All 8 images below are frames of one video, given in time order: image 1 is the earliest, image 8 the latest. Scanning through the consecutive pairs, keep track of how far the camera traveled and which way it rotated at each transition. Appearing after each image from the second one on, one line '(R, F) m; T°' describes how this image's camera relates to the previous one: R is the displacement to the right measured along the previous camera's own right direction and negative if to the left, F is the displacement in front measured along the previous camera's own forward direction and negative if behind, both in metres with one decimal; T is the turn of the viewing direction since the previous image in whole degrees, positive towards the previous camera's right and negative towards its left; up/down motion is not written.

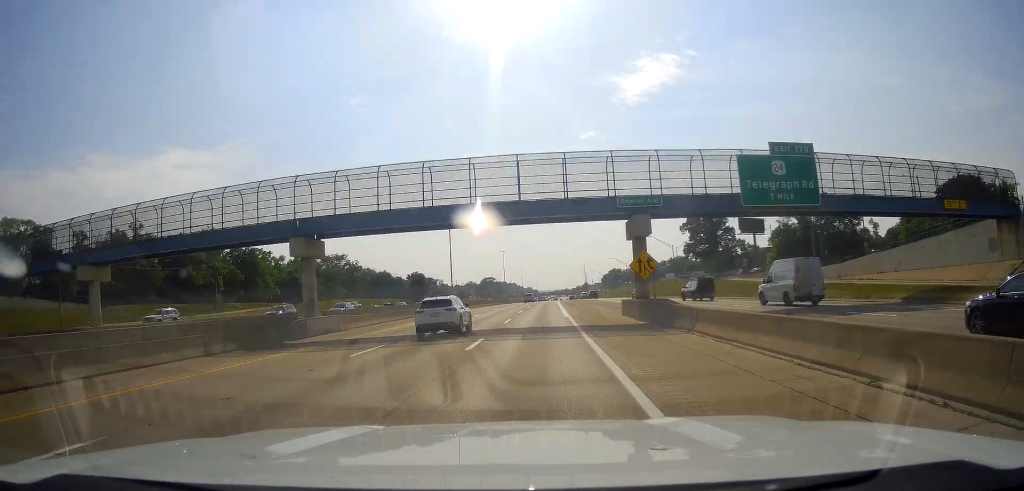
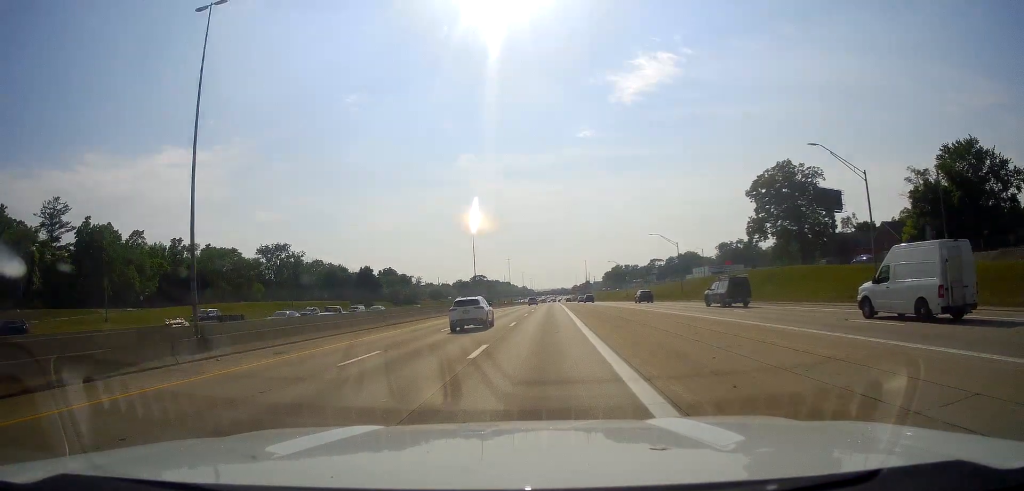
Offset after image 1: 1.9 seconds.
(+0.2, +62.8) m; +1°
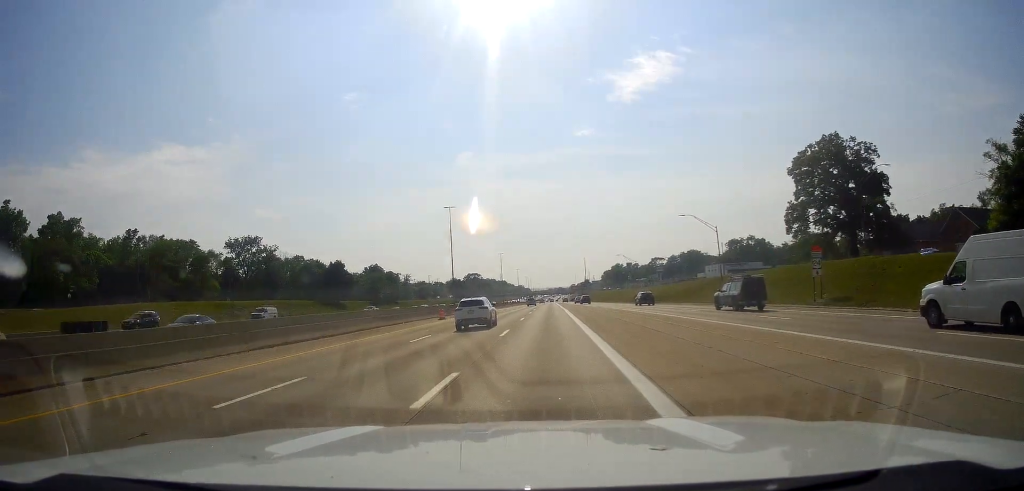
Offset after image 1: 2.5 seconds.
(0.0, +22.3) m; 0°
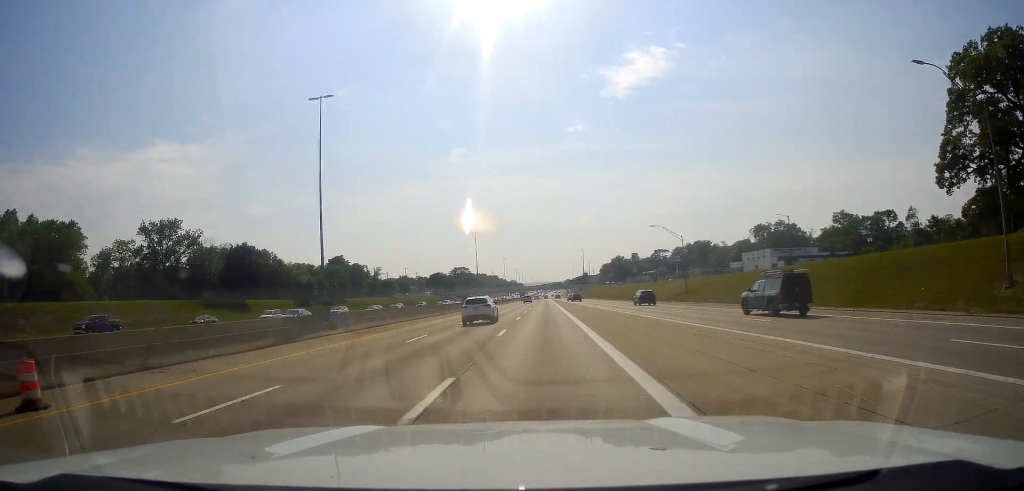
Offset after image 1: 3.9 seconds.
(0.0, +46.7) m; 0°
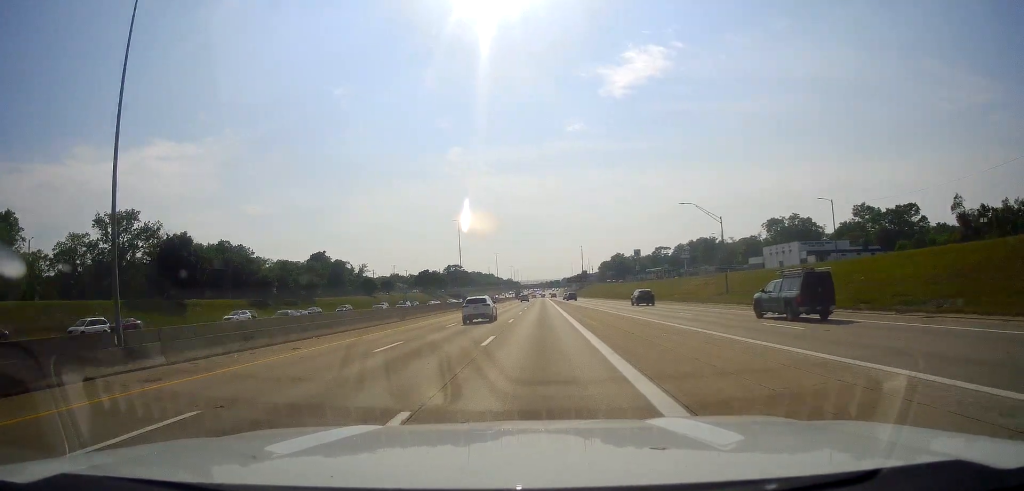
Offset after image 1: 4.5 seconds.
(0.0, +18.9) m; 0°
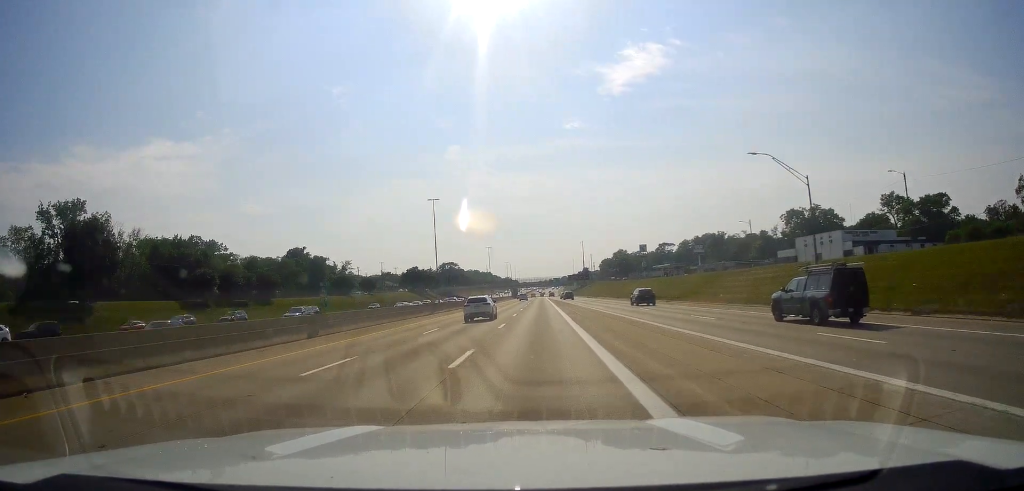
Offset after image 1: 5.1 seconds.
(0.0, +21.1) m; 0°
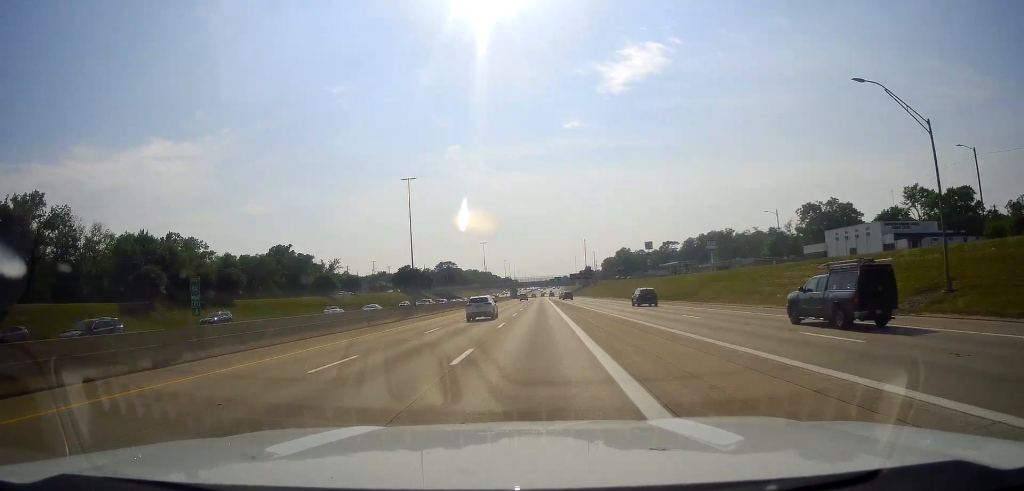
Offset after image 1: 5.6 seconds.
(-0.1, +14.5) m; 0°
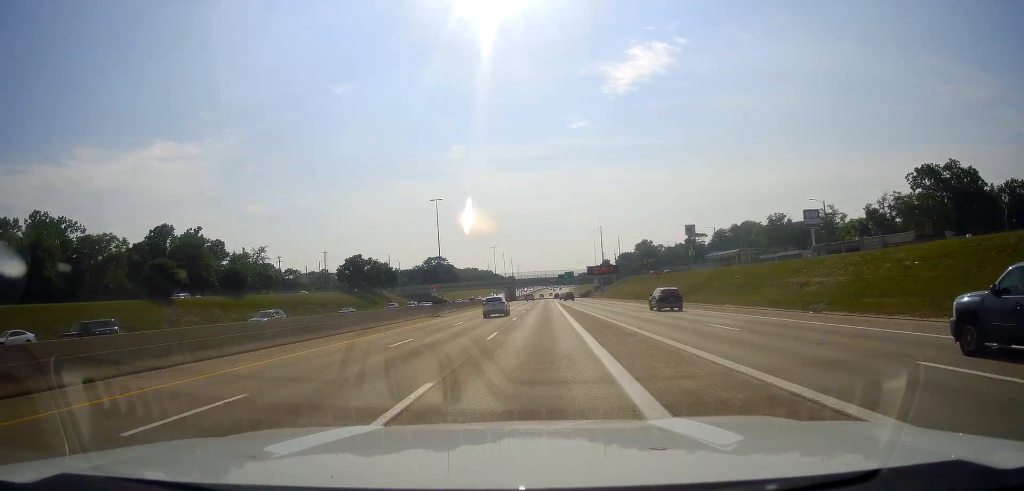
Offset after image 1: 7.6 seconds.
(+0.1, +67.8) m; -1°
